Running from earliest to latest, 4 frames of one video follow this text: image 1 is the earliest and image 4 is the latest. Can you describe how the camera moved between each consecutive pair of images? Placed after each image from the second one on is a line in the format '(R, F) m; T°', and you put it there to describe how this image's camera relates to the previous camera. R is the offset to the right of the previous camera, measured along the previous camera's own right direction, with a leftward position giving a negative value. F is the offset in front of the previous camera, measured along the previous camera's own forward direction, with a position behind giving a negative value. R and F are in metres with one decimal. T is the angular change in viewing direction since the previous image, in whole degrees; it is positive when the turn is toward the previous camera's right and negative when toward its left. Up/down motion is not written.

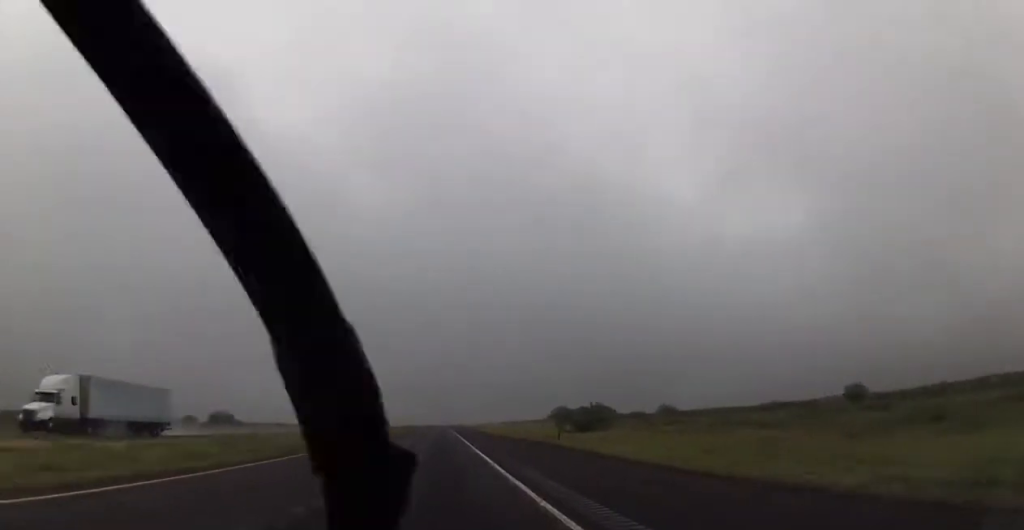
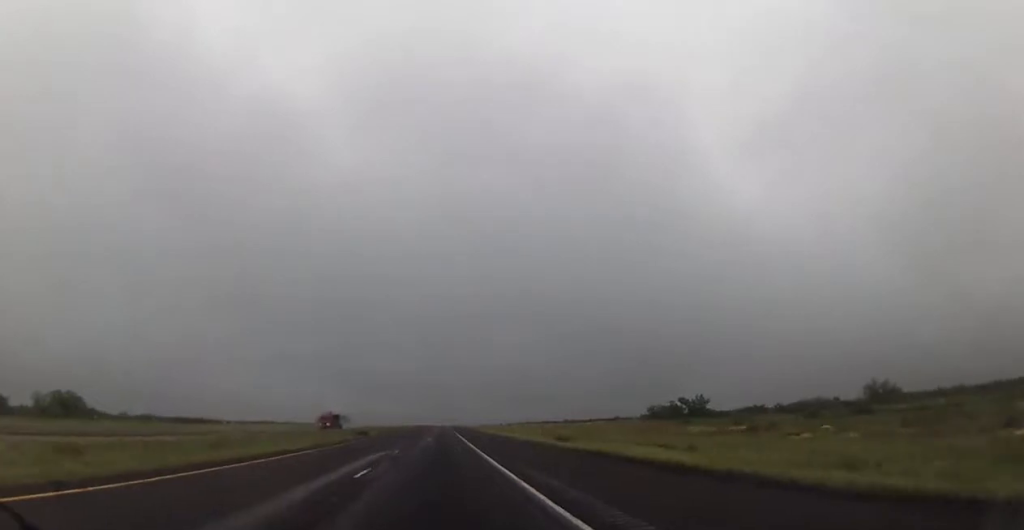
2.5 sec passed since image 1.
(-0.1, +86.5) m; 0°
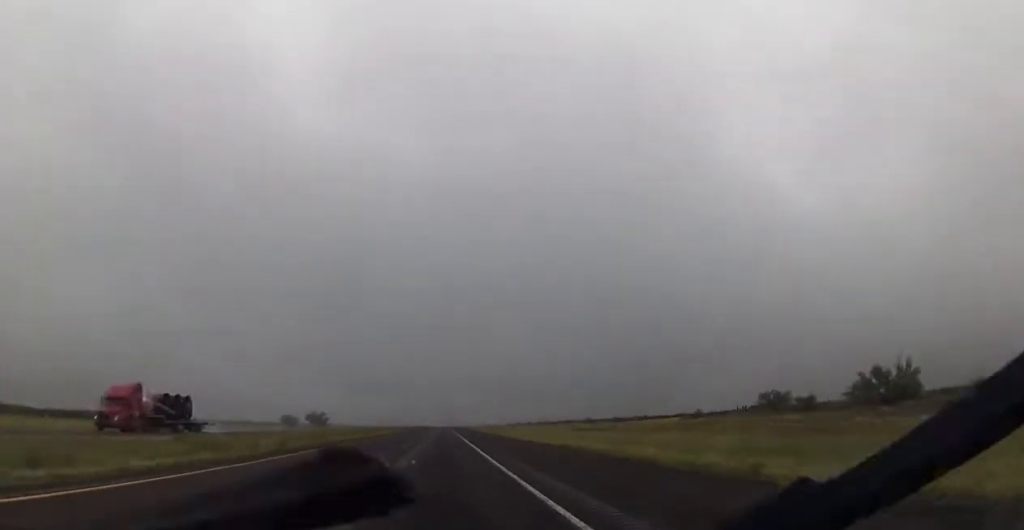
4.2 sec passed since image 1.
(-0.1, +56.9) m; 0°
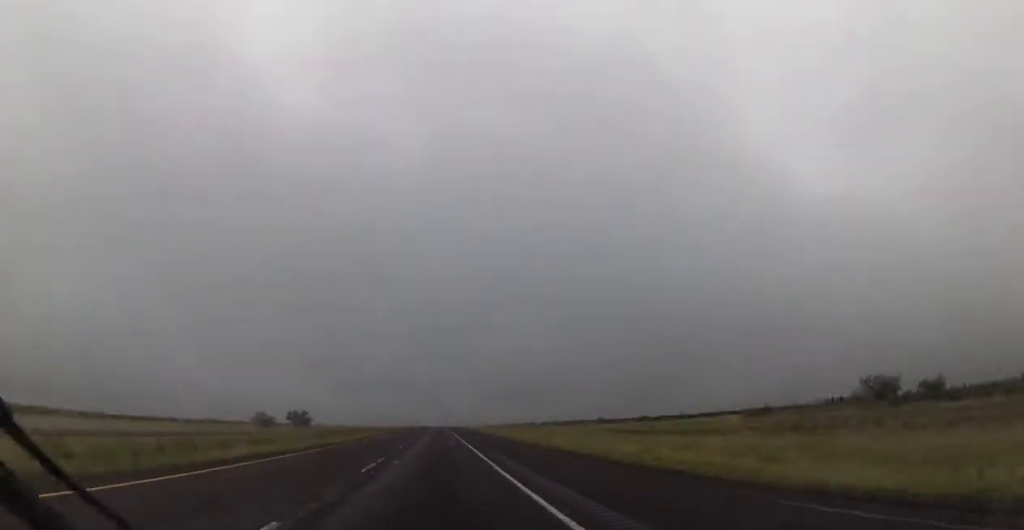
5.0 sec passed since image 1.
(+0.1, +27.4) m; +1°
